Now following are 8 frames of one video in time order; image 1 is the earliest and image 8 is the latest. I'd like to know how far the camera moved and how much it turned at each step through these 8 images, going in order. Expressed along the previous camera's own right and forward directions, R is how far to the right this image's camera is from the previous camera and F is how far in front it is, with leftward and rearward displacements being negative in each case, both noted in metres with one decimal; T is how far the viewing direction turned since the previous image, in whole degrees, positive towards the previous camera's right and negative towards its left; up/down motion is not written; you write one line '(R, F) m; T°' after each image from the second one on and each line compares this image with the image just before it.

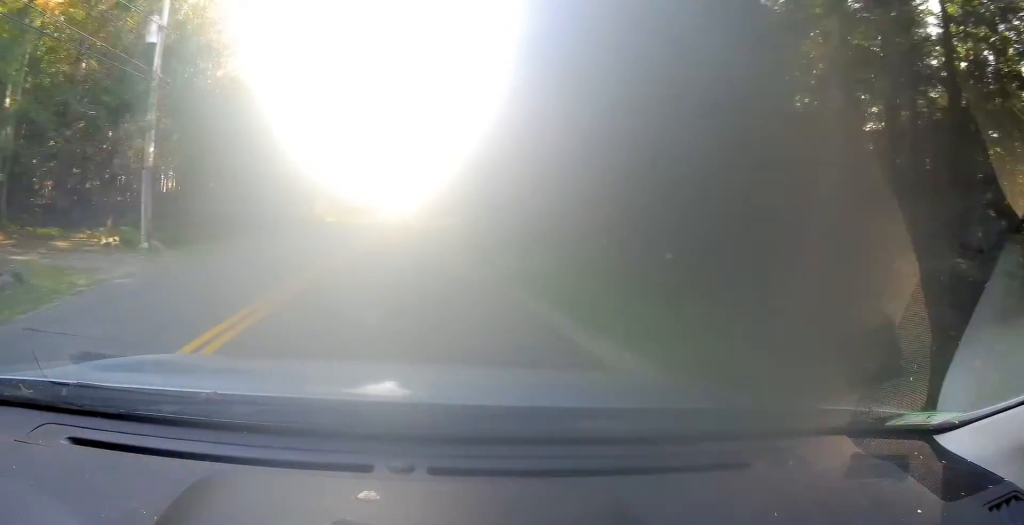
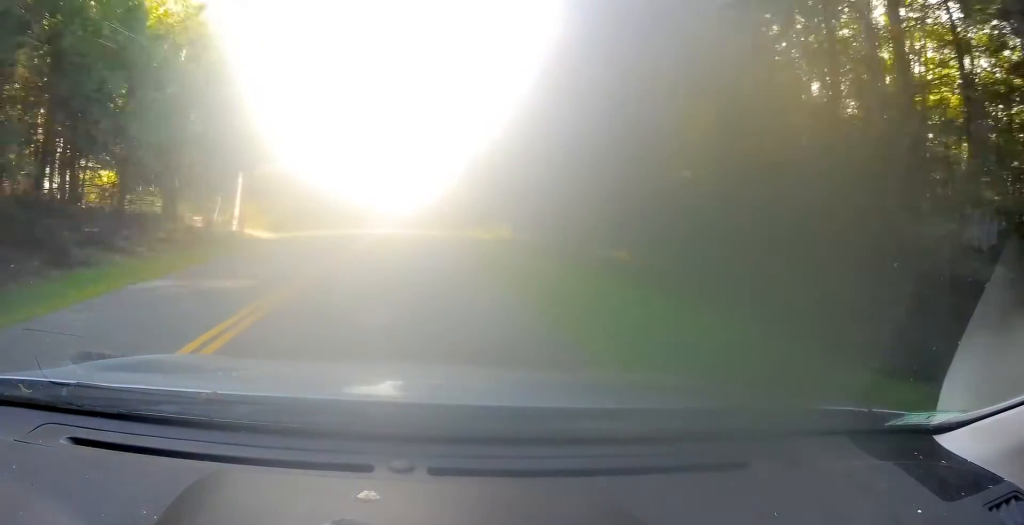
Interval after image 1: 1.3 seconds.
(+0.5, +27.2) m; +2°
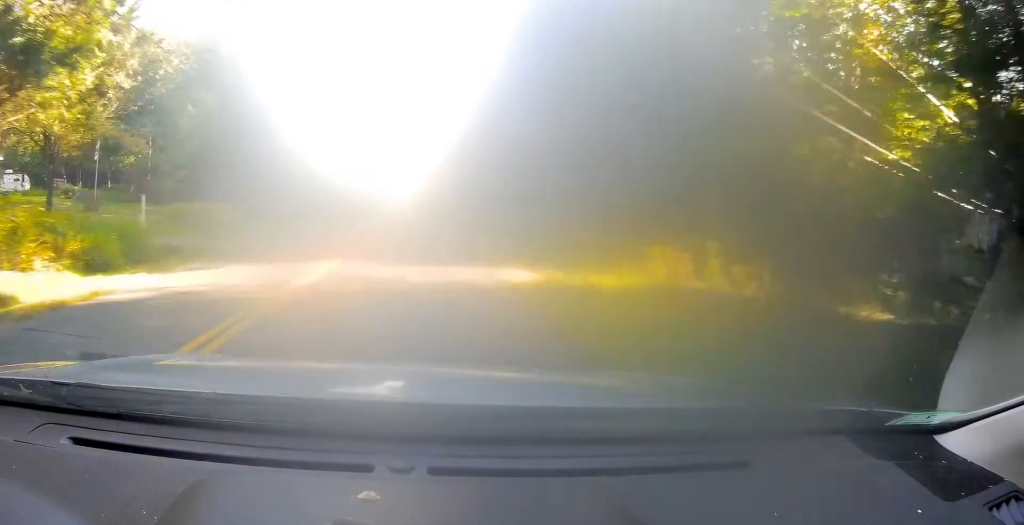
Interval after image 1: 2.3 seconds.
(0.0, +22.1) m; 0°
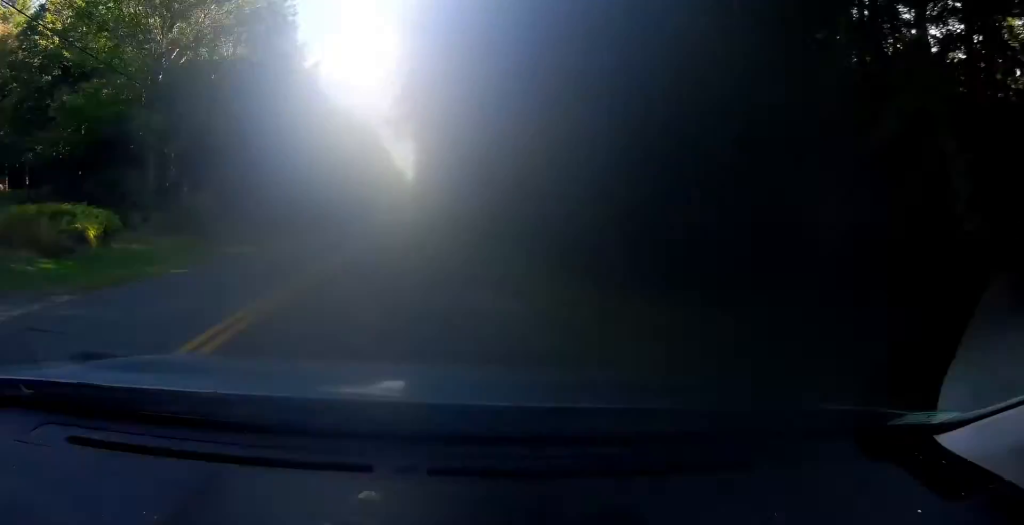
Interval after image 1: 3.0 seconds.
(0.0, +15.6) m; 0°
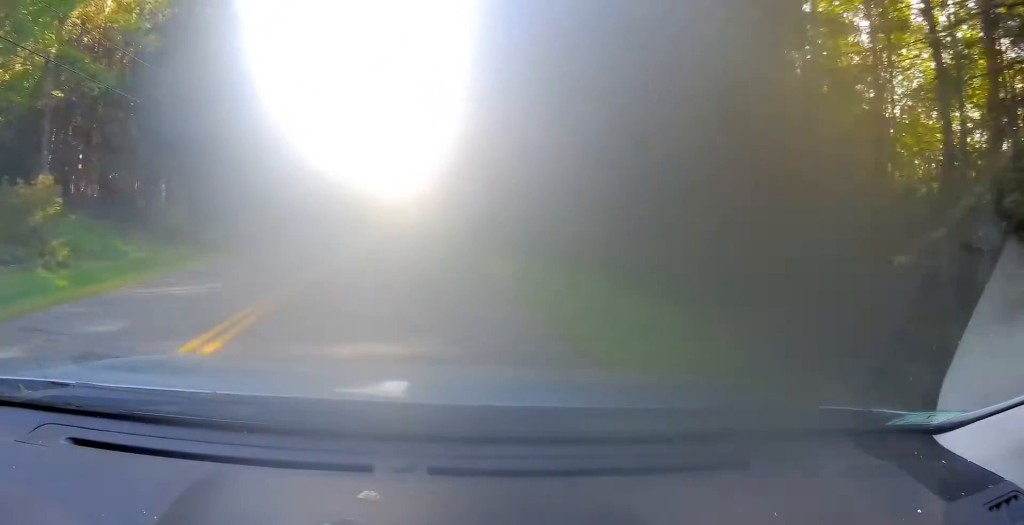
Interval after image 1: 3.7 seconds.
(0.0, +14.9) m; 0°
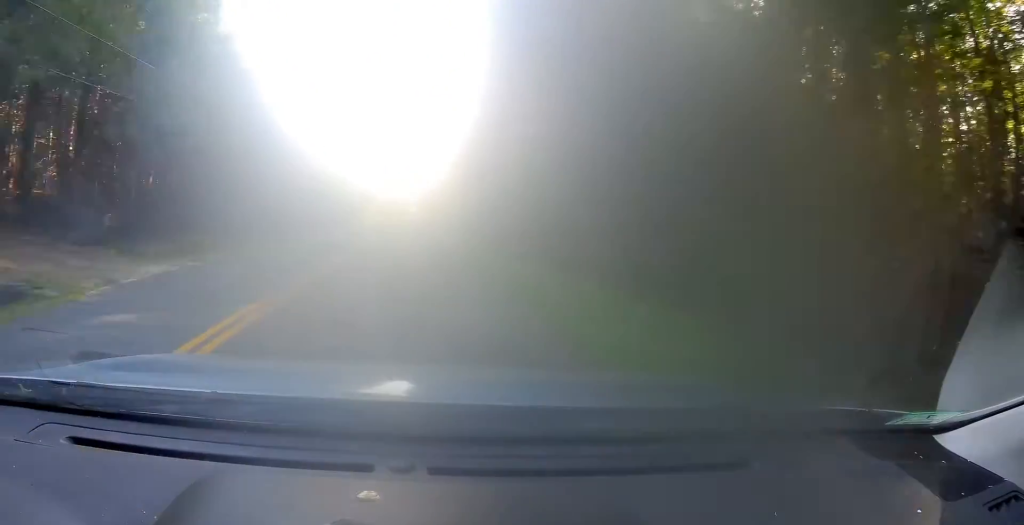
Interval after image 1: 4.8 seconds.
(-0.1, +23.6) m; 0°
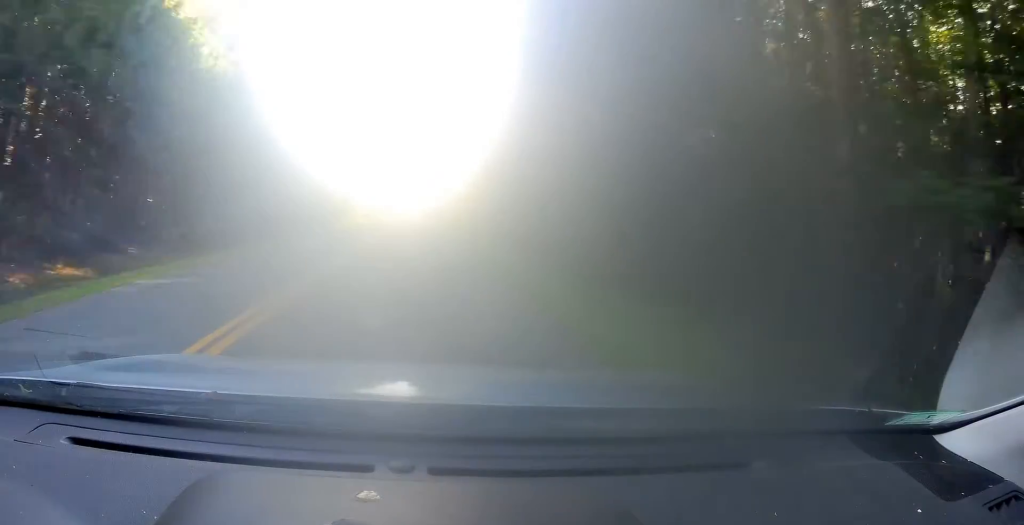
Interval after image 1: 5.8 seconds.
(0.0, +22.0) m; +1°
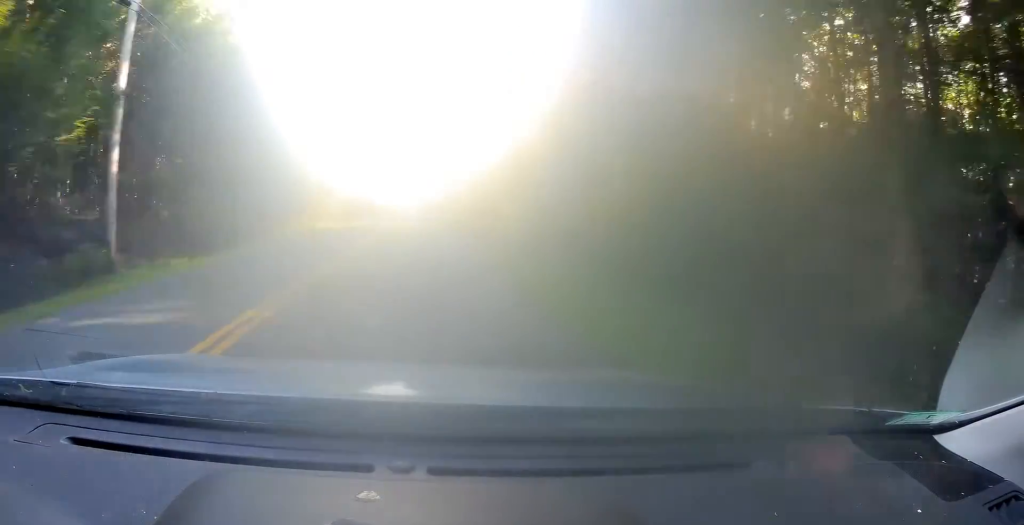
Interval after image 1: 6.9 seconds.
(+0.4, +24.5) m; +1°
